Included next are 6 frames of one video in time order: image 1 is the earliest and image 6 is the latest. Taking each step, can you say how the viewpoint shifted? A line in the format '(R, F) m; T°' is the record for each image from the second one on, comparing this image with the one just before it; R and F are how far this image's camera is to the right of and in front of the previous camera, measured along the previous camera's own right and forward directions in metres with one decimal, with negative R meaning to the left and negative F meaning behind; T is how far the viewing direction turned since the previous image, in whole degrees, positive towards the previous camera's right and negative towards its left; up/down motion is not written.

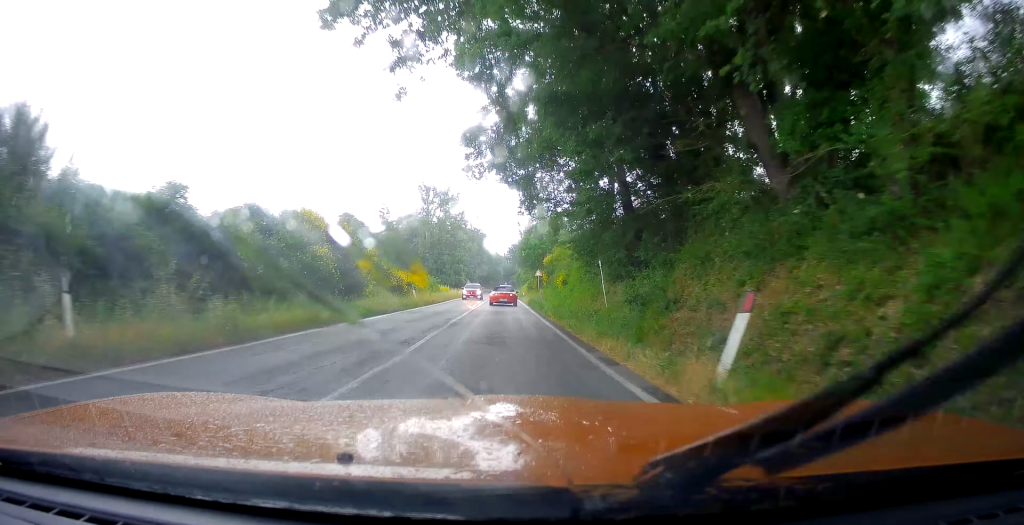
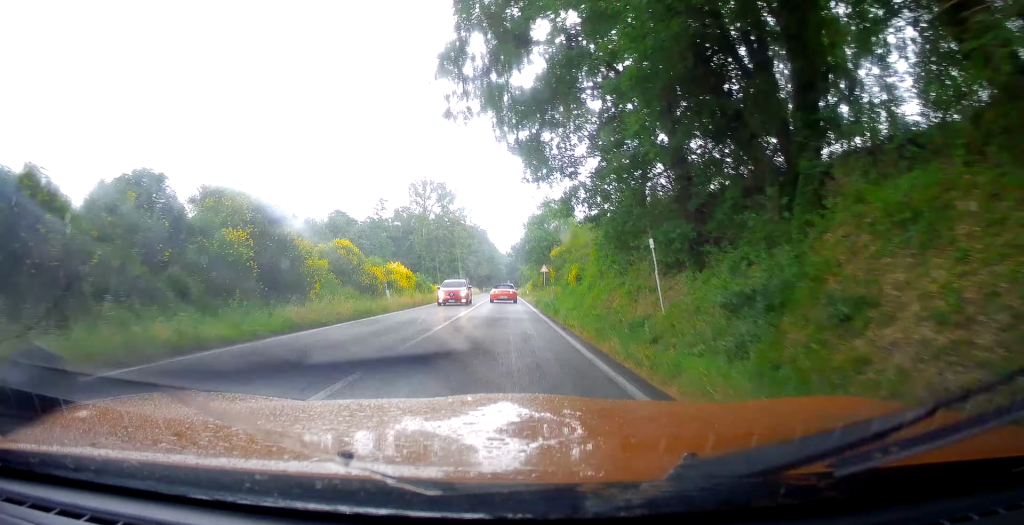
(0.0, +7.3) m; -3°
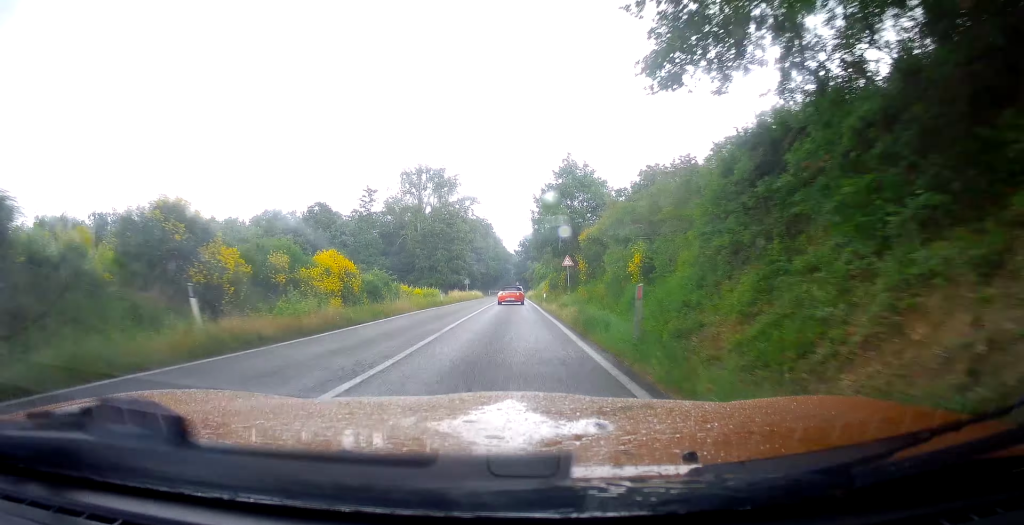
(-0.8, +16.9) m; -2°
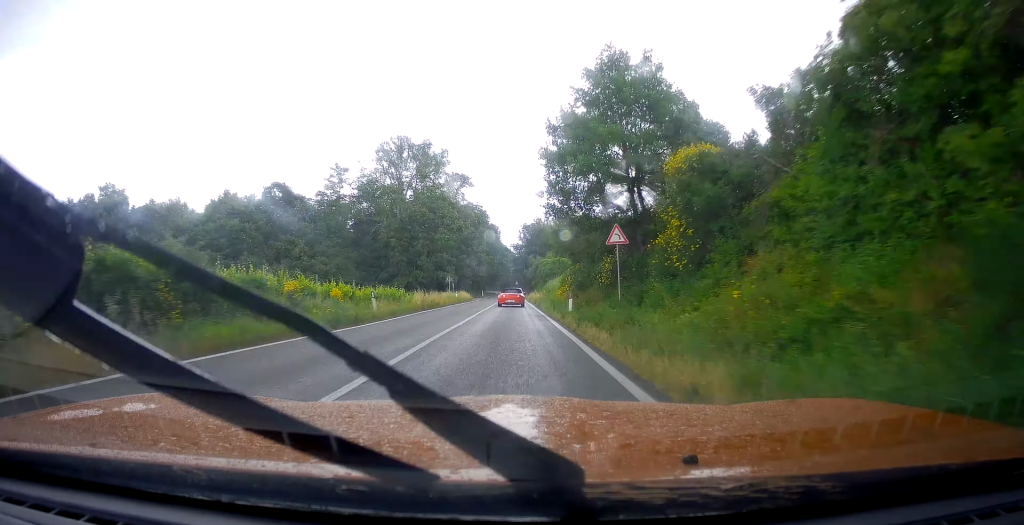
(+0.3, +20.6) m; +1°
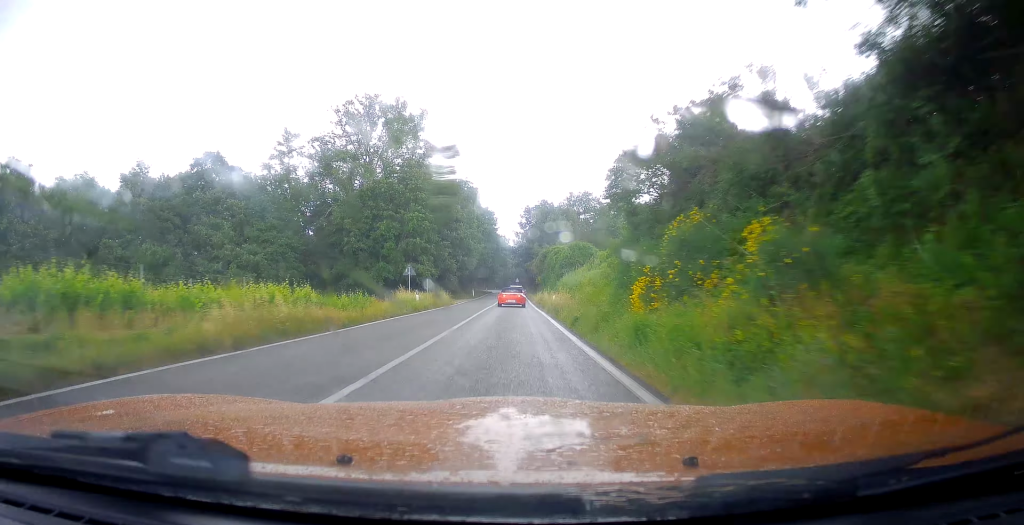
(+0.2, +21.9) m; +1°
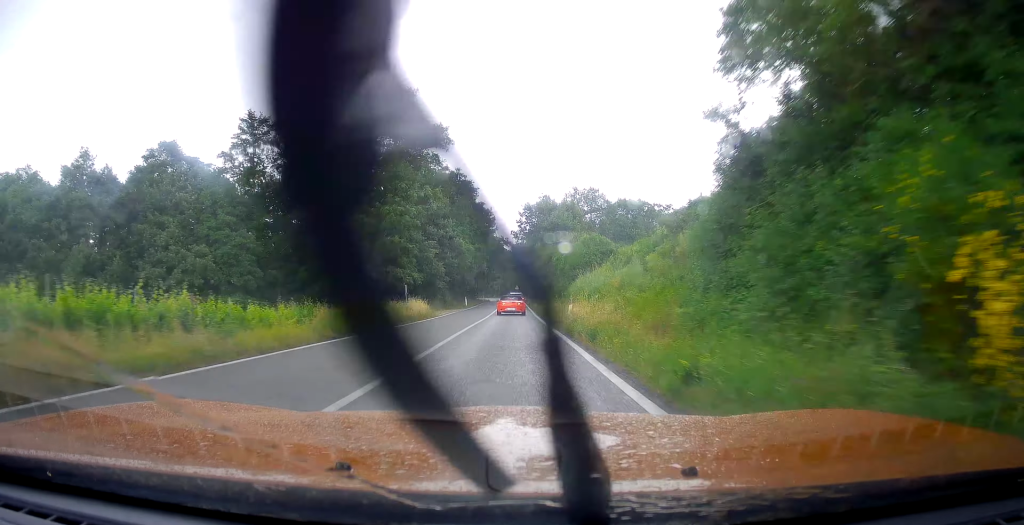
(0.0, +9.9) m; 0°
